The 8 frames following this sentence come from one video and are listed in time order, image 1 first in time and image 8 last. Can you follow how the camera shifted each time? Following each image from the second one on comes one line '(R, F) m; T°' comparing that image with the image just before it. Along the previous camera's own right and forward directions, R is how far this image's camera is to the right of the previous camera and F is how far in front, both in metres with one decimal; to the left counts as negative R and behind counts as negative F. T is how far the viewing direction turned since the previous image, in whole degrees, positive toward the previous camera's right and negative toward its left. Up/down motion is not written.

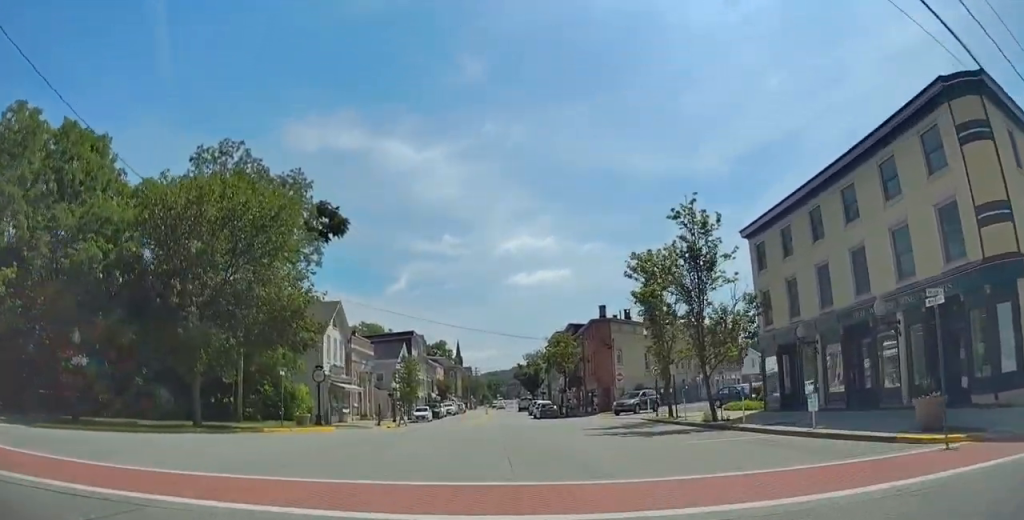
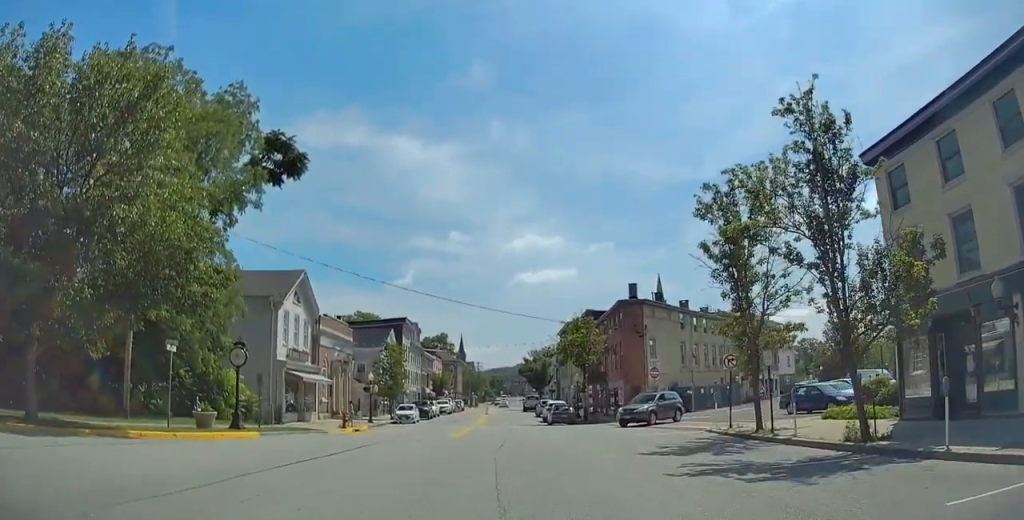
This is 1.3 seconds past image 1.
(+0.3, +11.5) m; +5°
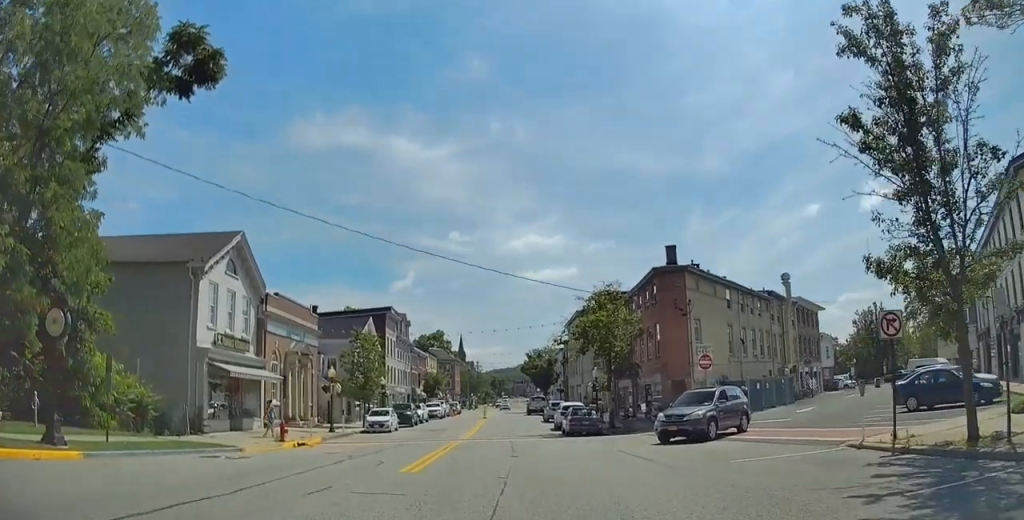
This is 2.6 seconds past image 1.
(+0.1, +11.0) m; -2°
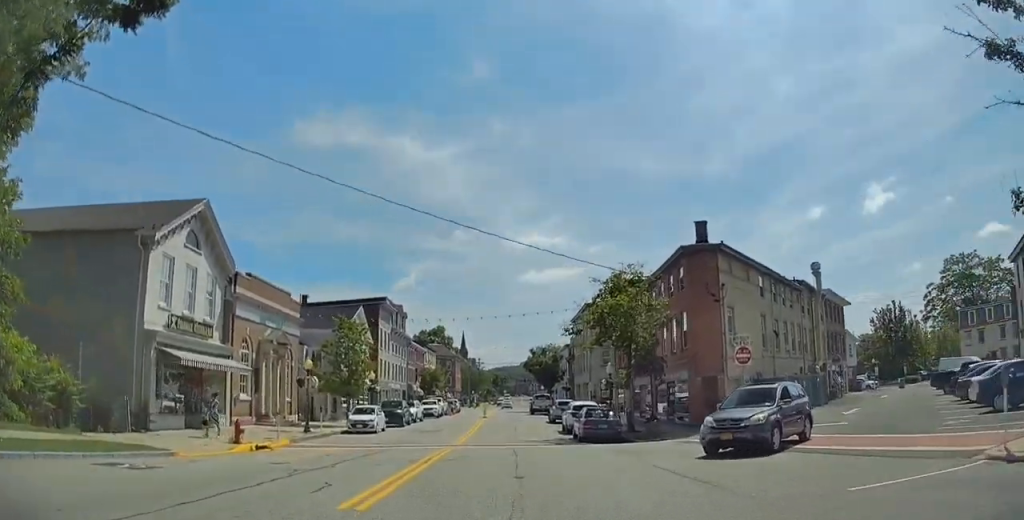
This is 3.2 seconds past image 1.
(-0.3, +4.9) m; 0°
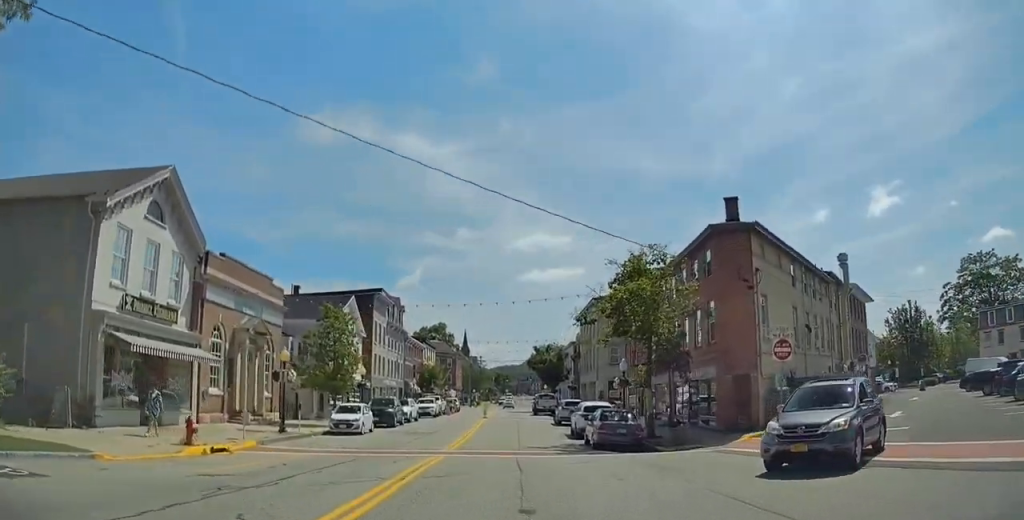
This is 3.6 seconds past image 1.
(-0.1, +3.9) m; 0°
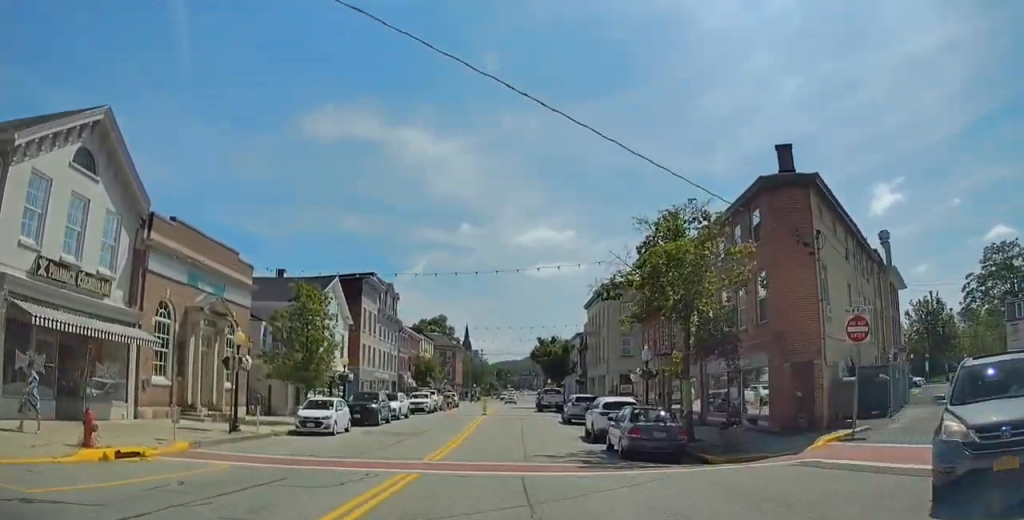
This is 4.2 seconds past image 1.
(+0.3, +5.2) m; +1°
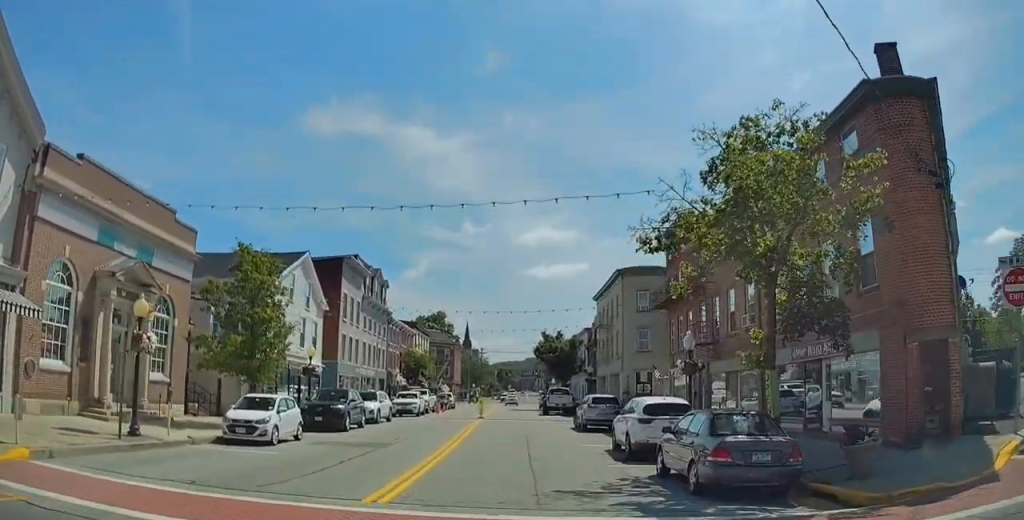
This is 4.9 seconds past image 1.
(-0.1, +6.7) m; -1°
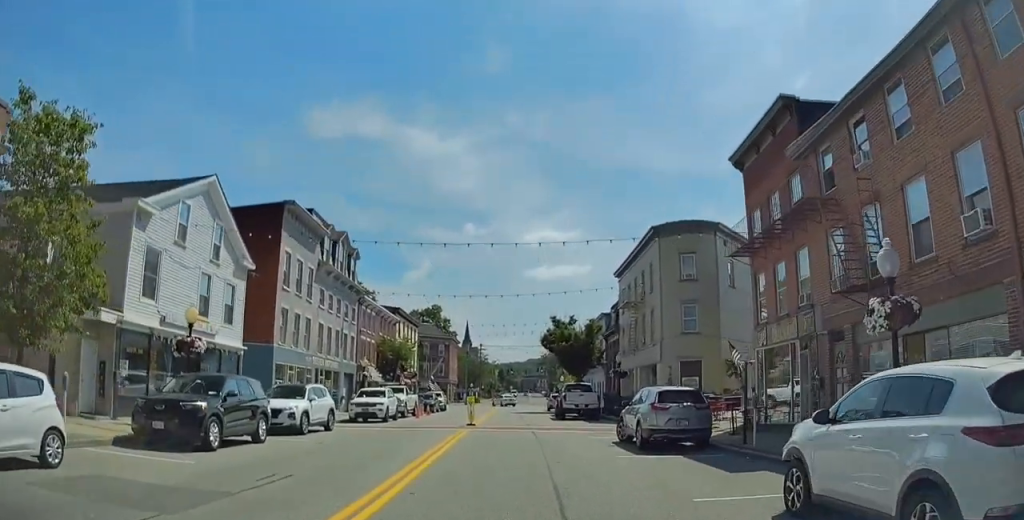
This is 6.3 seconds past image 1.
(-0.3, +12.5) m; +1°
